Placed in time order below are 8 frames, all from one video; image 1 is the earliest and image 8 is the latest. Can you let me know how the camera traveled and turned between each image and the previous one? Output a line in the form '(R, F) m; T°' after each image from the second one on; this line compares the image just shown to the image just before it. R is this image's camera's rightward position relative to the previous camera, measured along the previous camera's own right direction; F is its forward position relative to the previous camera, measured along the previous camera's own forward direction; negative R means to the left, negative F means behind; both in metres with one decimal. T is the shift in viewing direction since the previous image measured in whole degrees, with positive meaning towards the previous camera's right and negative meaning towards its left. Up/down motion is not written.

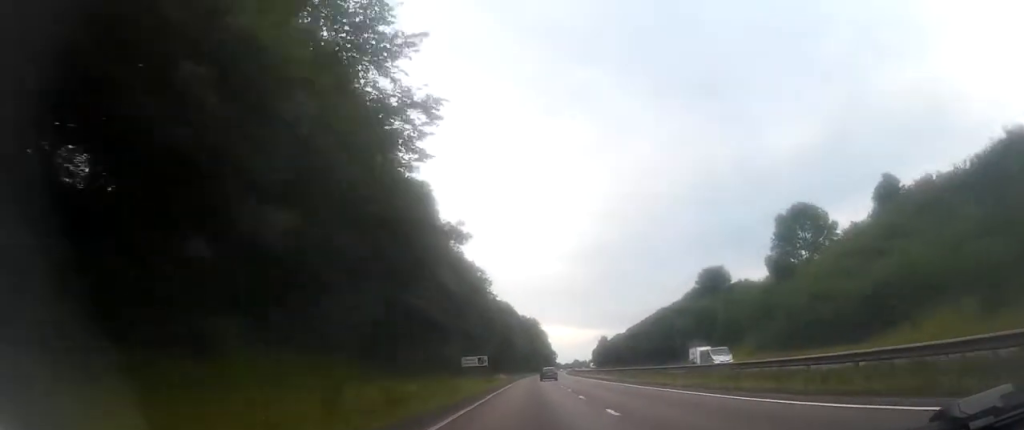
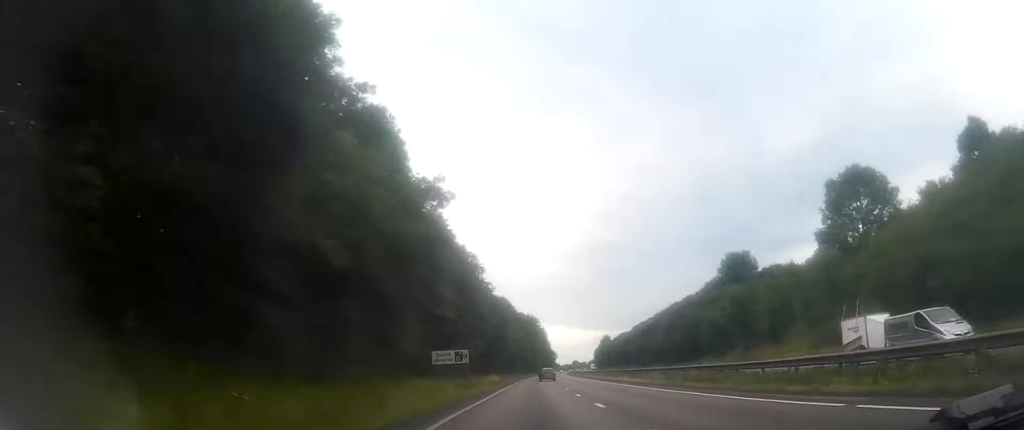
(0.0, +15.1) m; 0°
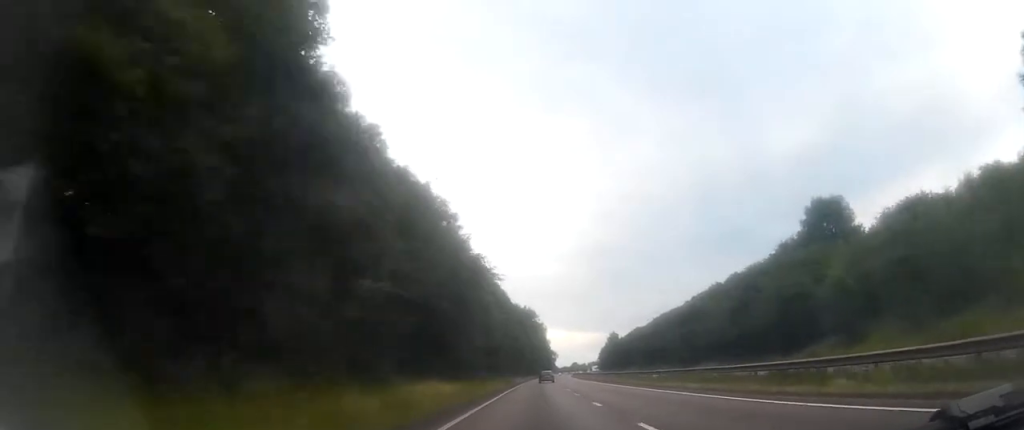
(+0.2, +33.8) m; 0°
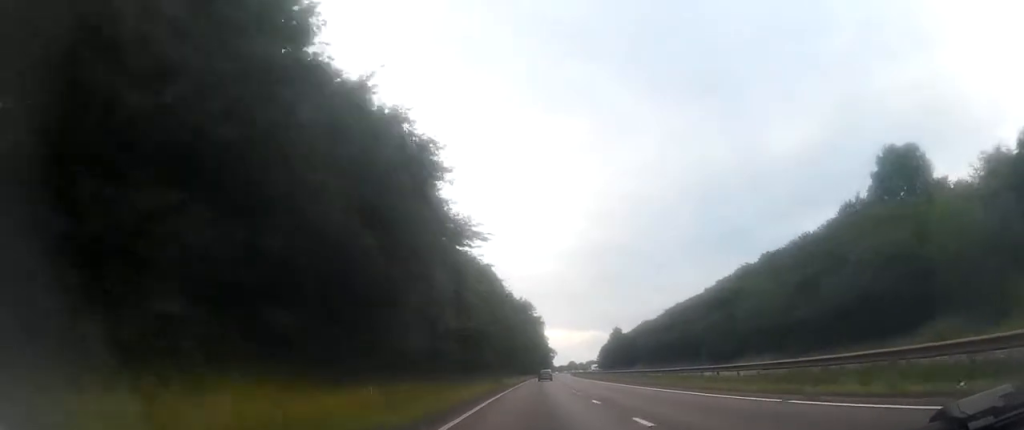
(0.0, +16.8) m; 0°
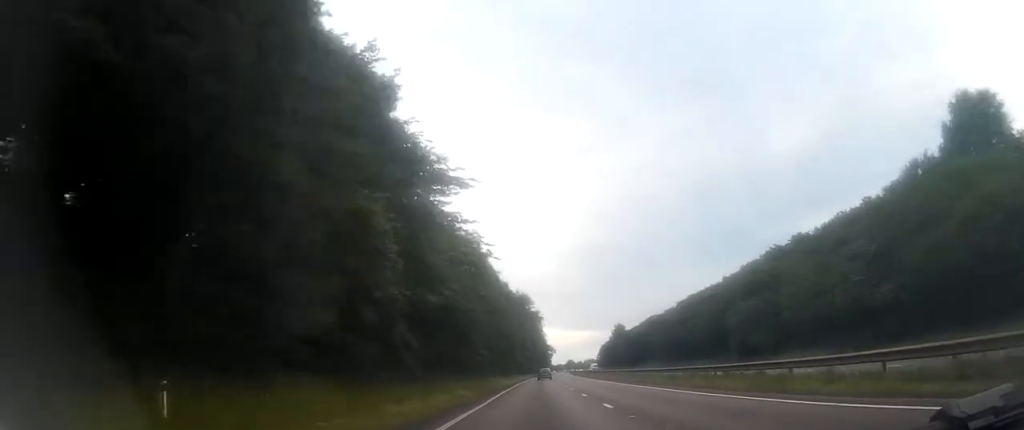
(0.0, +12.1) m; 0°
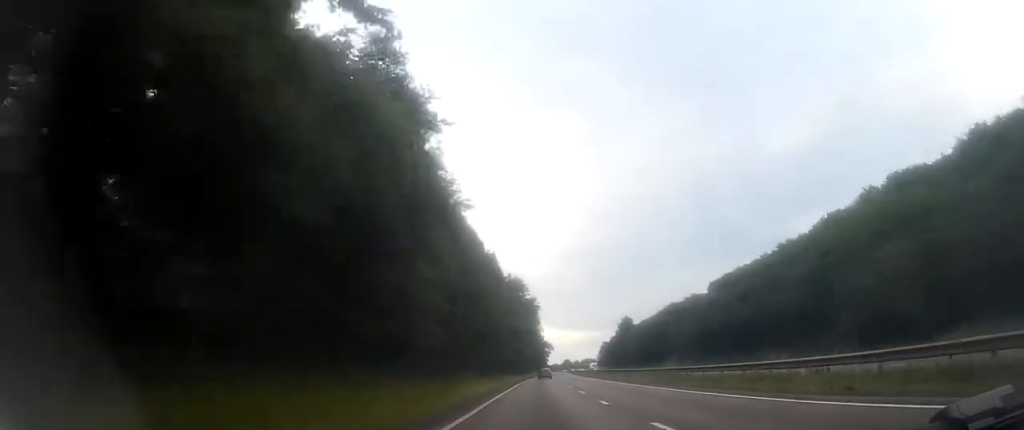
(0.0, +25.2) m; 0°
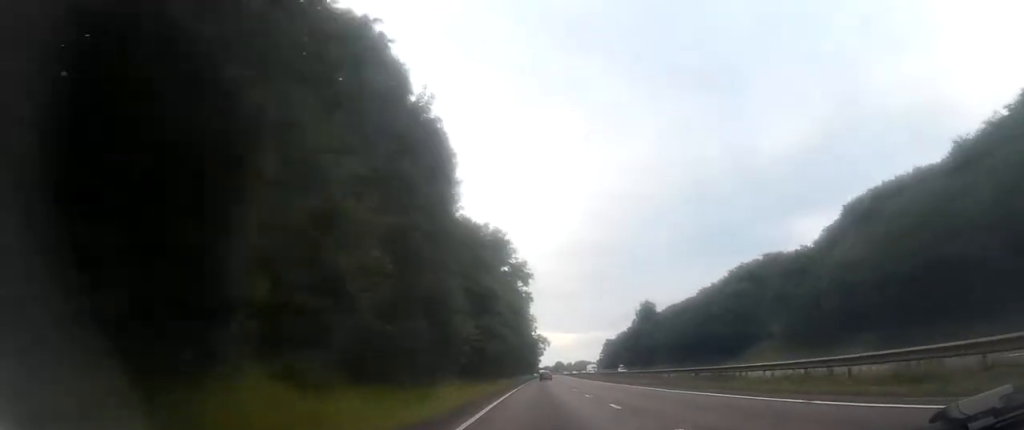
(+0.5, +45.1) m; +1°
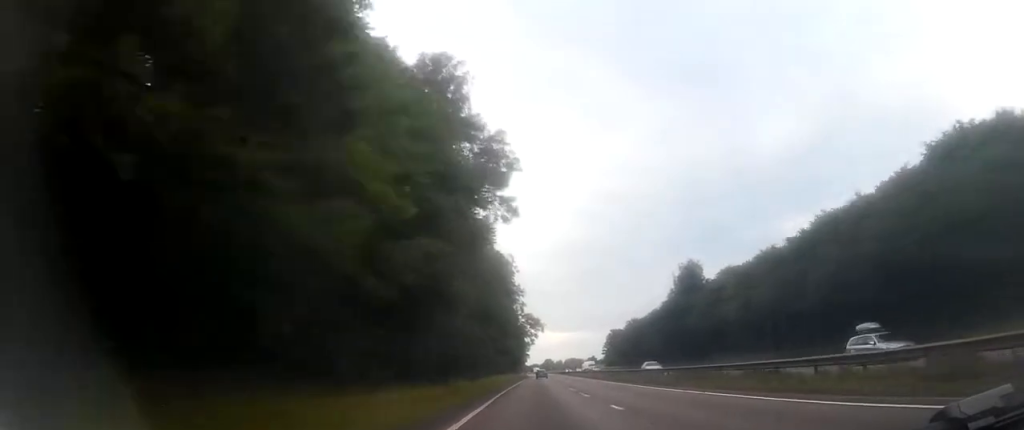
(+0.4, +46.1) m; +1°
